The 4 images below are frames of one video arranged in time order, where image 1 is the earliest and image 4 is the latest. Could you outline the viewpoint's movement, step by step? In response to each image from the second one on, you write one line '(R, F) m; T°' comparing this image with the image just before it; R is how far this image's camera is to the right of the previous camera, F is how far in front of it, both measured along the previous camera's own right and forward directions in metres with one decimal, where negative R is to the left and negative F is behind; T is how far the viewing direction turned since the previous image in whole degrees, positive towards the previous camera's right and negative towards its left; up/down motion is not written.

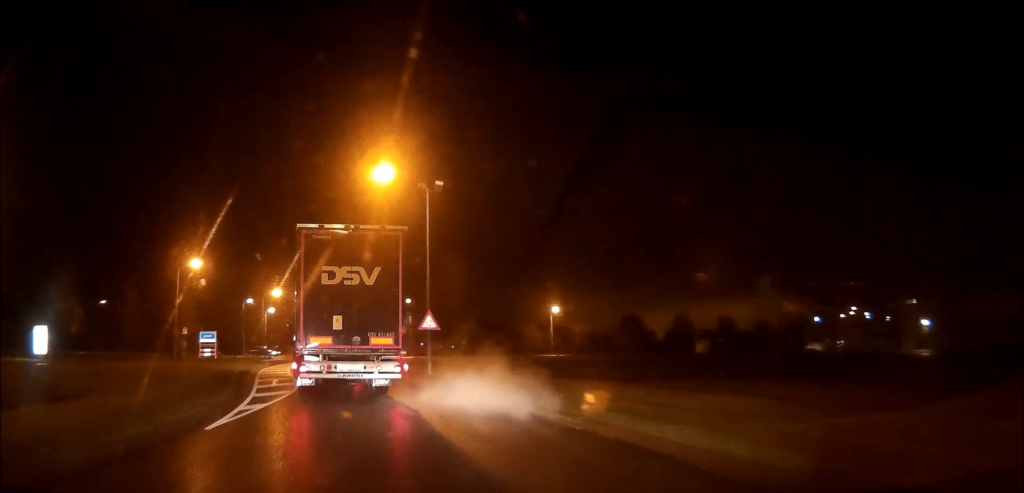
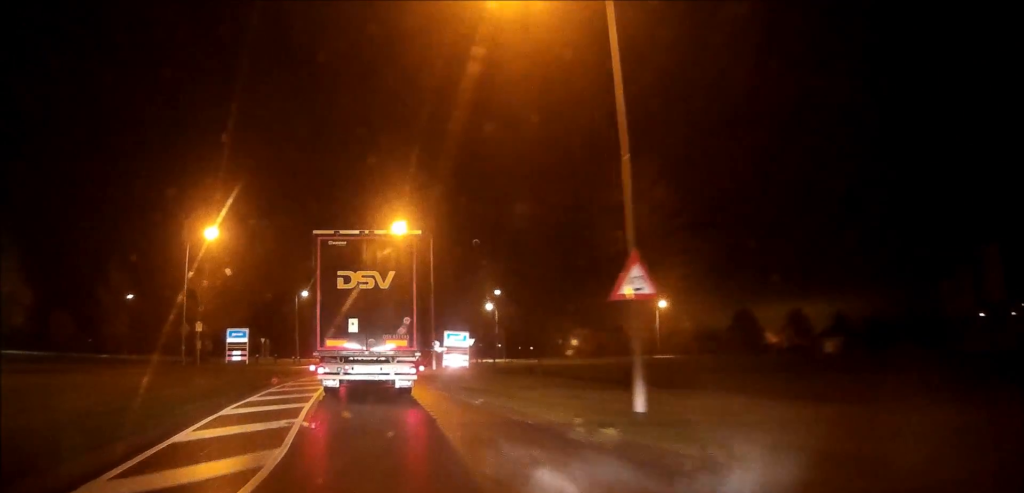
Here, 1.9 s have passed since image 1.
(-0.2, +17.8) m; -2°
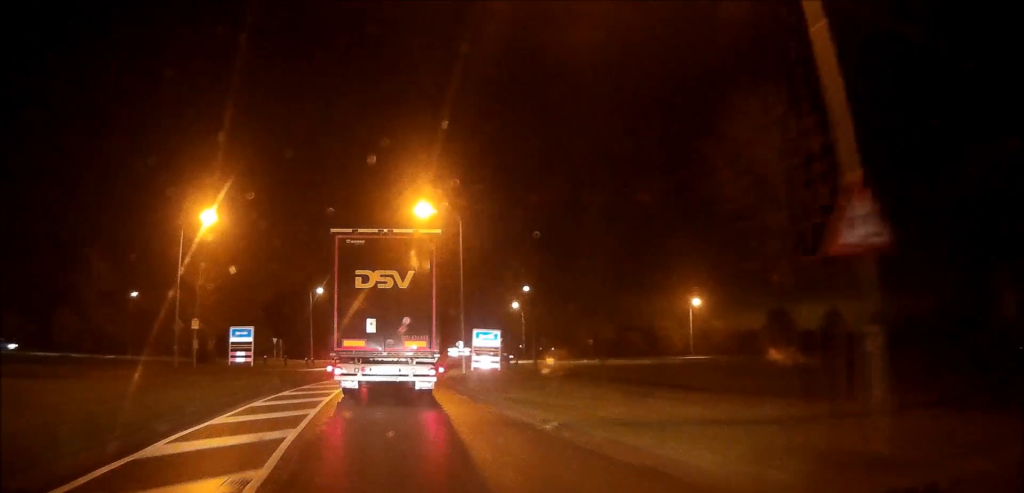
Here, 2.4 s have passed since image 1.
(0.0, +5.4) m; -1°
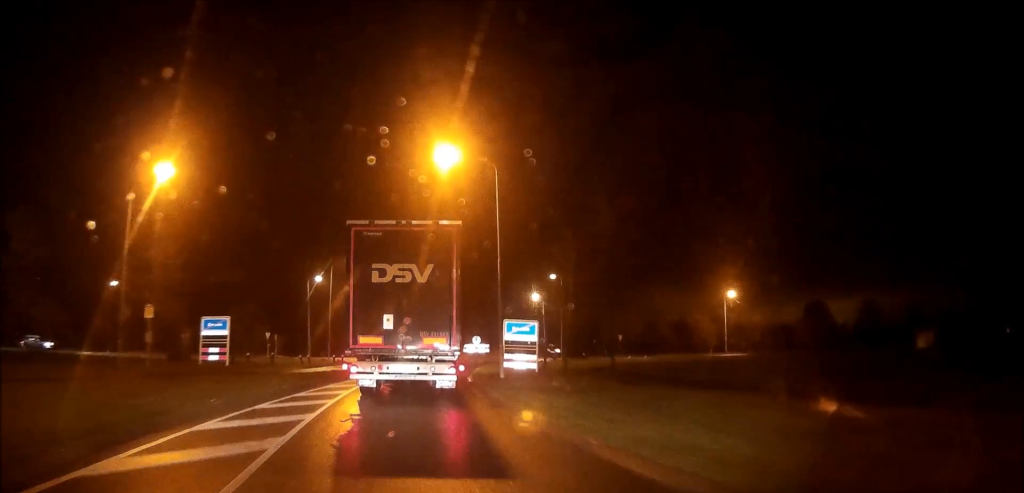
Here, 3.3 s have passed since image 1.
(-0.2, +9.3) m; -1°
